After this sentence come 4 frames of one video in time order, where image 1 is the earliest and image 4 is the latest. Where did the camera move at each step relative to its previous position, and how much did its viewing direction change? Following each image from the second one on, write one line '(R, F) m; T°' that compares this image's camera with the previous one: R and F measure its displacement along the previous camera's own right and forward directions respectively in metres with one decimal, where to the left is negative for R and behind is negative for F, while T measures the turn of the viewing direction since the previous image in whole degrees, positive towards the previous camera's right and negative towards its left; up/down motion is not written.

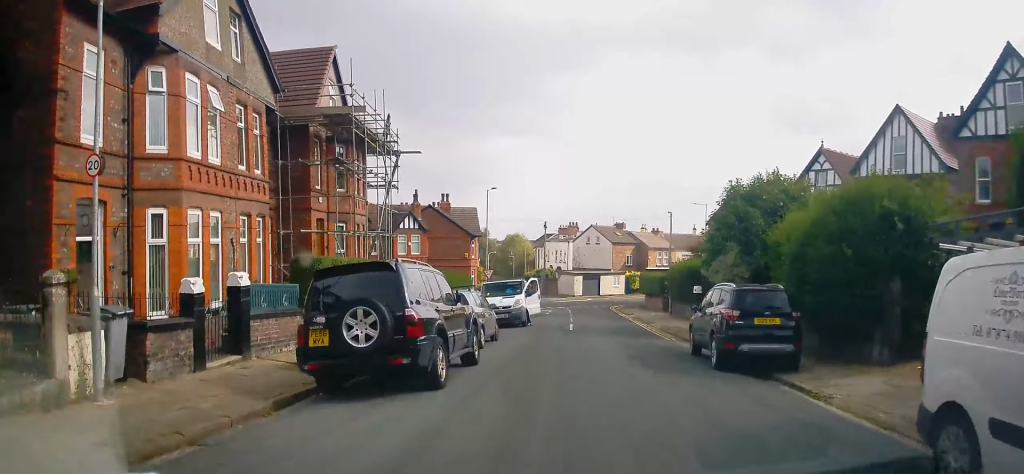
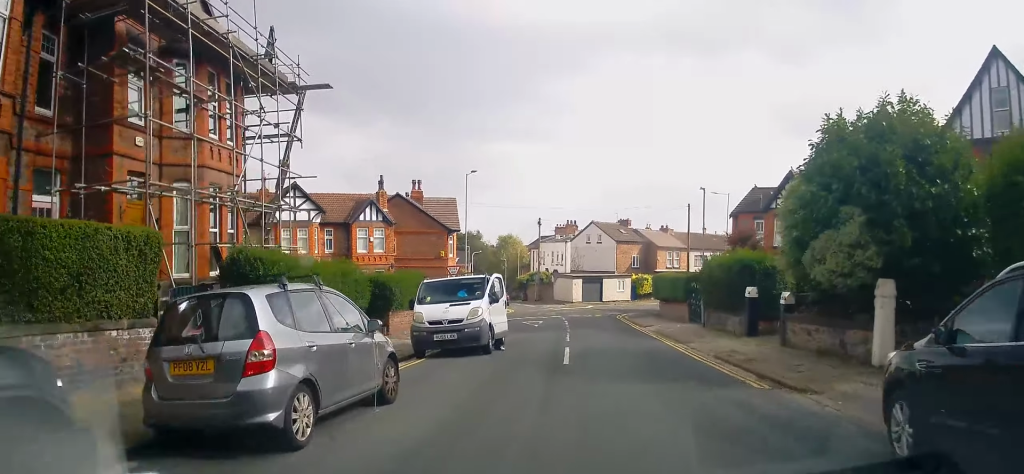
(-0.2, +9.9) m; -1°
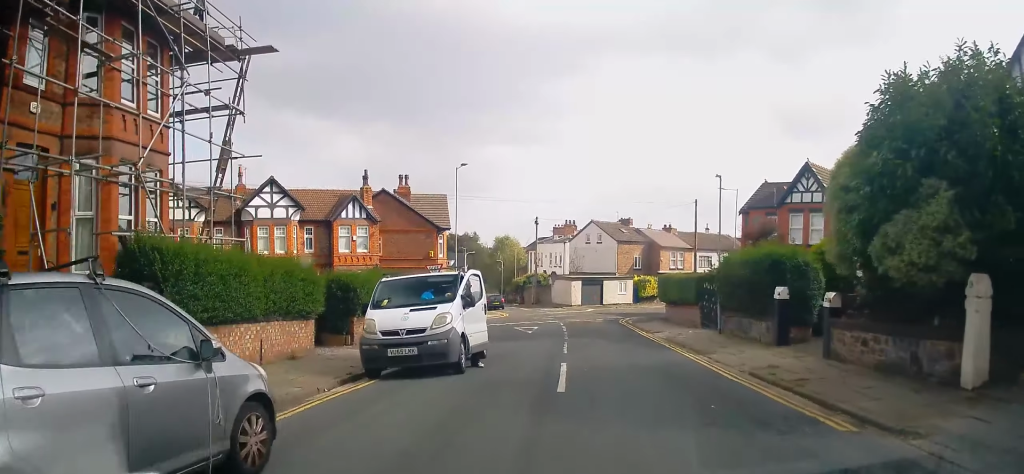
(0.0, +3.3) m; 0°
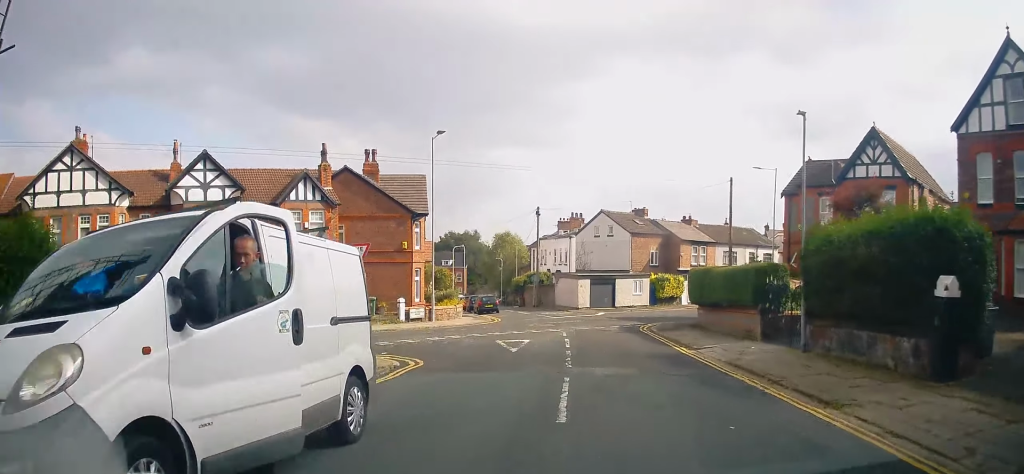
(0.0, +8.8) m; 0°
